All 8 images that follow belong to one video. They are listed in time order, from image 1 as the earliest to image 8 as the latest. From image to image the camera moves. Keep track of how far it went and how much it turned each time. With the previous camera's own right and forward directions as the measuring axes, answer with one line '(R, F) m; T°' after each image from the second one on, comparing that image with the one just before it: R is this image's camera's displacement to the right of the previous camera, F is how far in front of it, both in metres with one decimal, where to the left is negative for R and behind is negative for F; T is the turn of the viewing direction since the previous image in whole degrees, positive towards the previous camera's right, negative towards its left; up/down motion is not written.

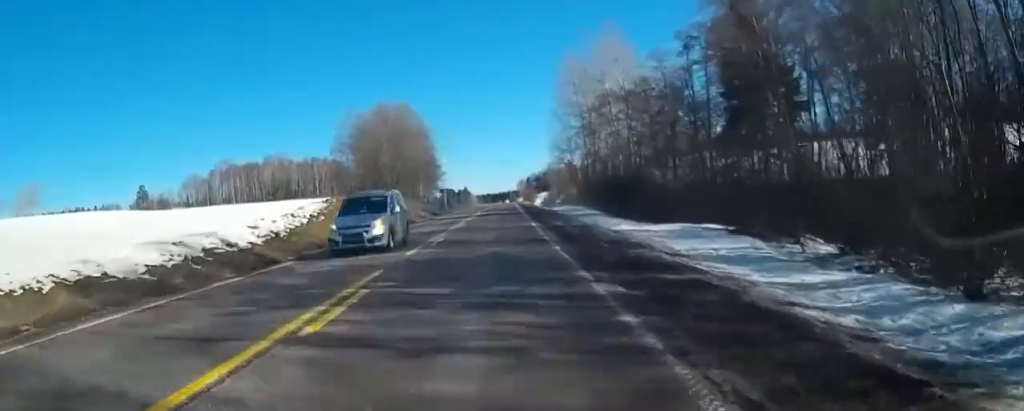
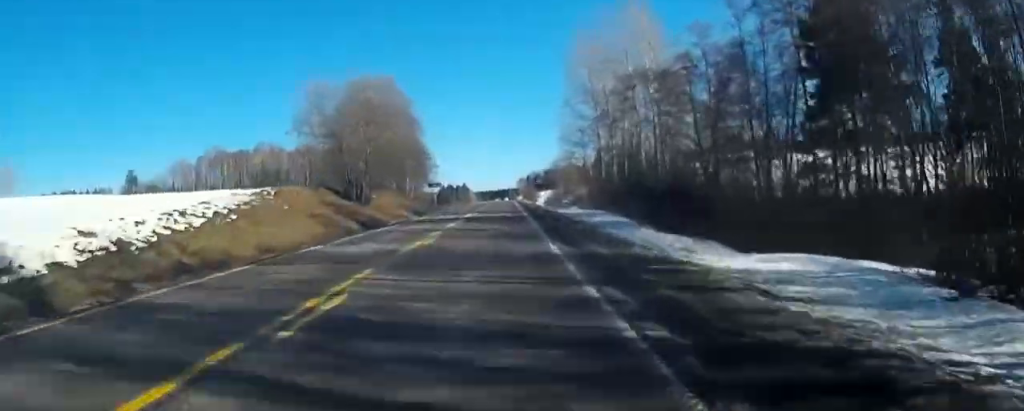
(0.0, +12.7) m; 0°
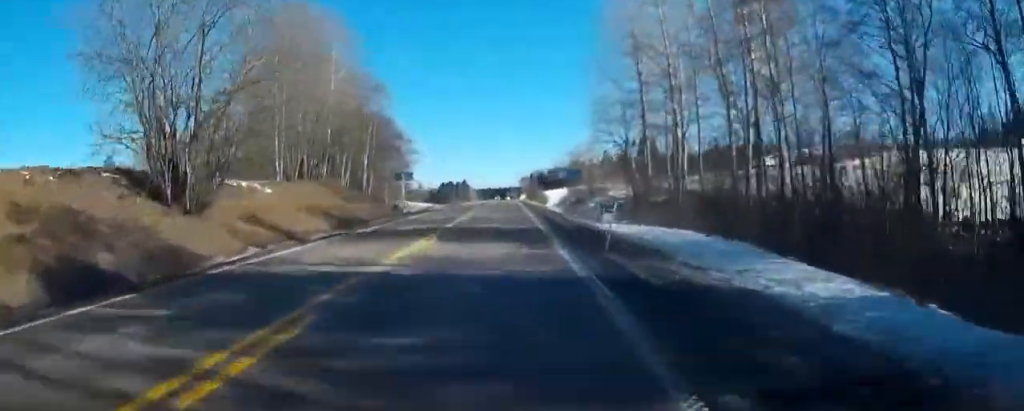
(0.0, +26.1) m; -1°
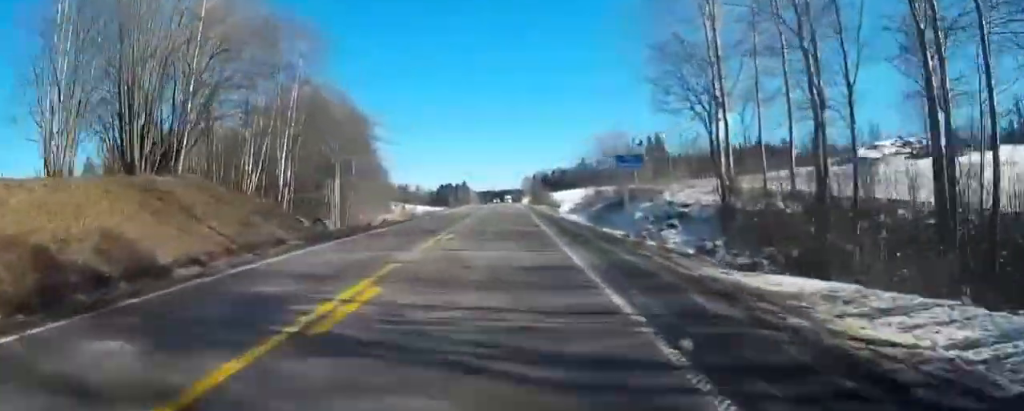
(-0.3, +21.5) m; -1°
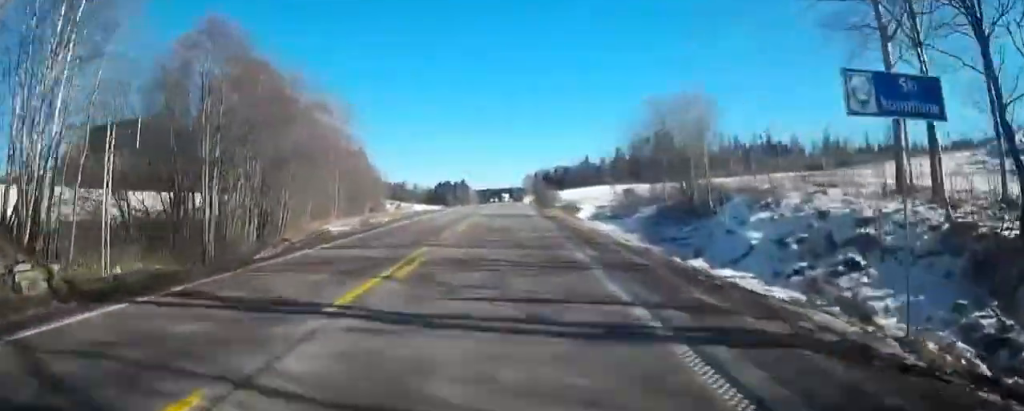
(0.0, +20.0) m; +1°
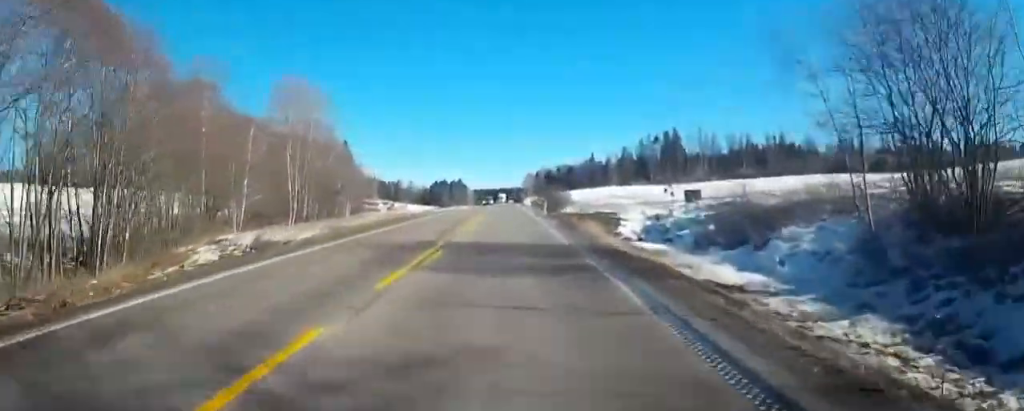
(+0.3, +22.1) m; +1°
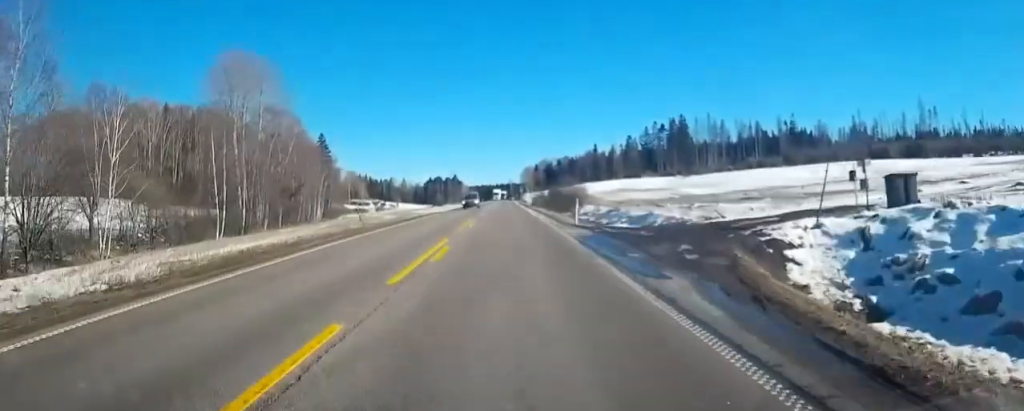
(+0.2, +23.6) m; 0°
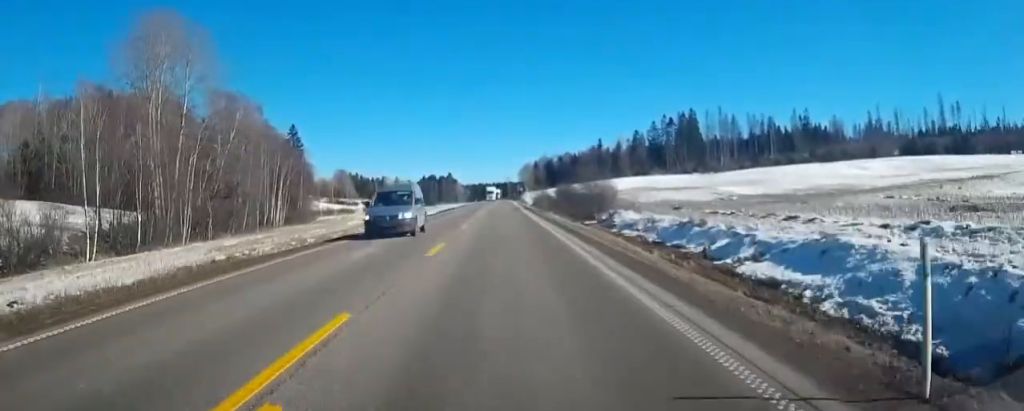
(0.0, +23.7) m; 0°
